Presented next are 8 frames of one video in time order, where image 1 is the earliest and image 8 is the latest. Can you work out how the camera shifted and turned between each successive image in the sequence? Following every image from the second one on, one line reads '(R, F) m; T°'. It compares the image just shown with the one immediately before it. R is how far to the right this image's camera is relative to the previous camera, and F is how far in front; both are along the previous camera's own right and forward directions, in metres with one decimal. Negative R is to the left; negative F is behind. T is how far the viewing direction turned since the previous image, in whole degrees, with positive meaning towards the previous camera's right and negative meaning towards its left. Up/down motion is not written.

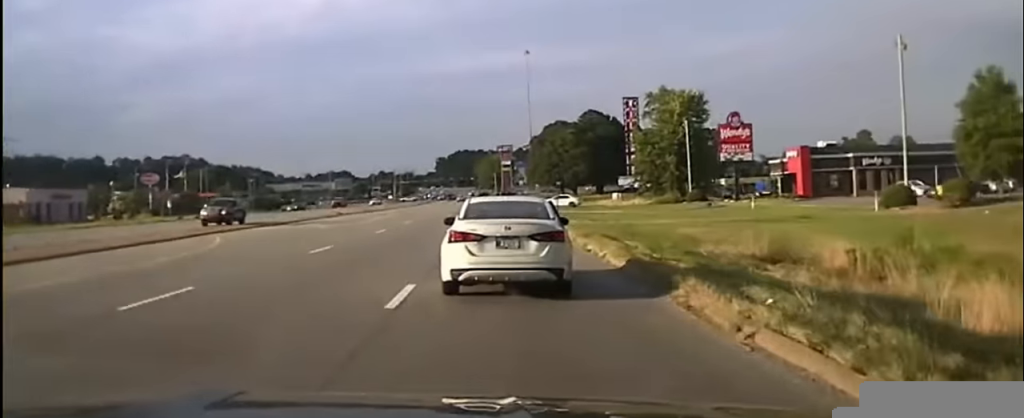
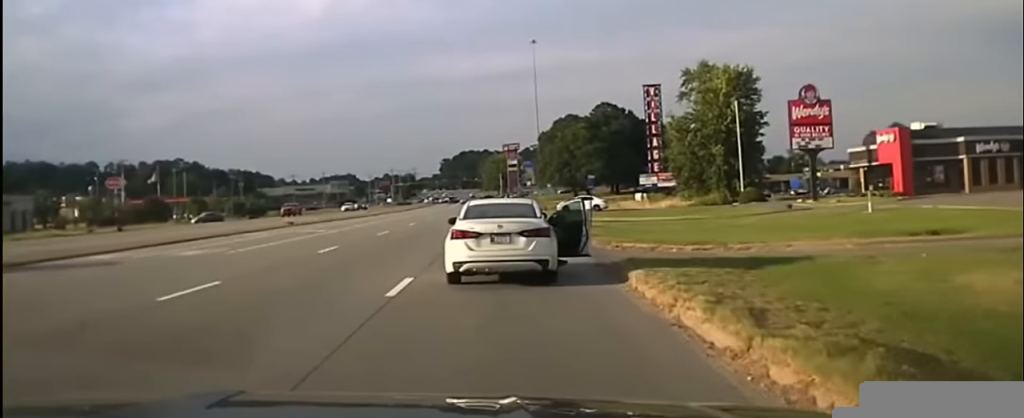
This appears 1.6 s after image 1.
(+0.5, +22.0) m; 0°
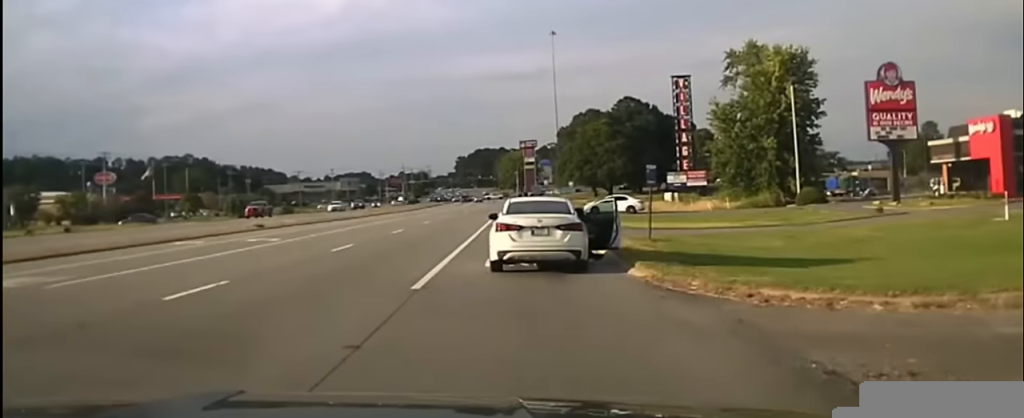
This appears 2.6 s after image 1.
(-0.1, +11.5) m; -1°
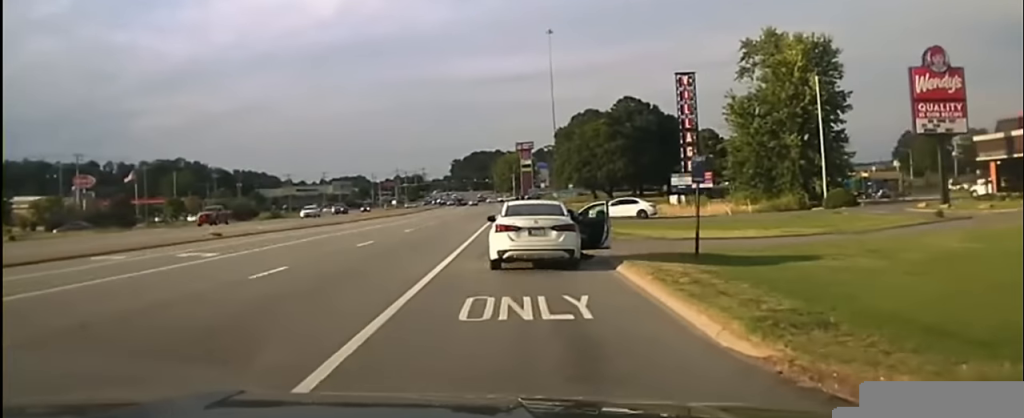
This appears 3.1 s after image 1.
(0.0, +7.5) m; 0°
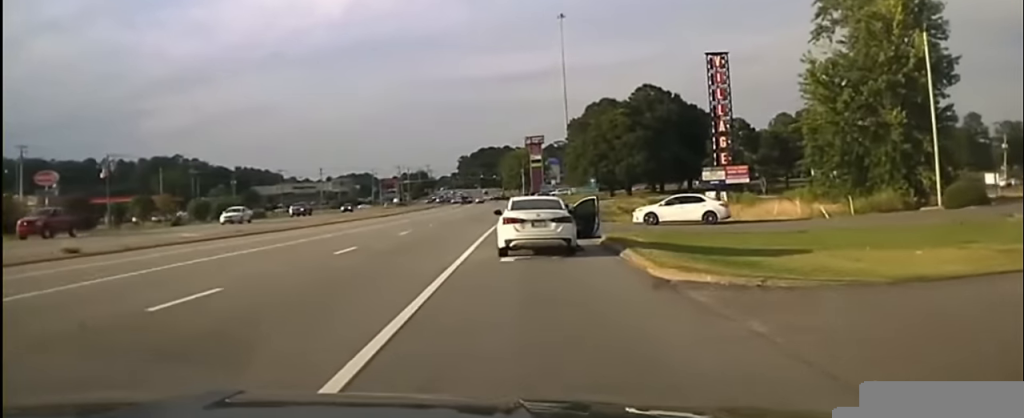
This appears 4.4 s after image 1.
(0.0, +19.2) m; 0°
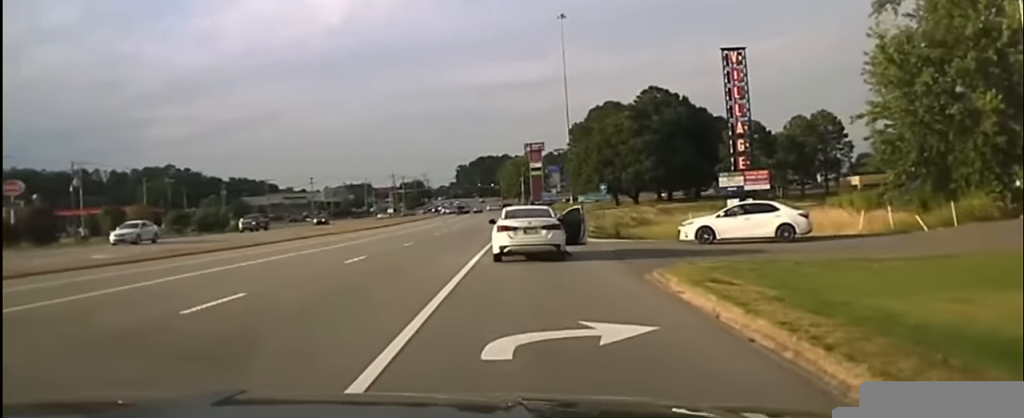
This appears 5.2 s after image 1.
(0.0, +10.4) m; 0°
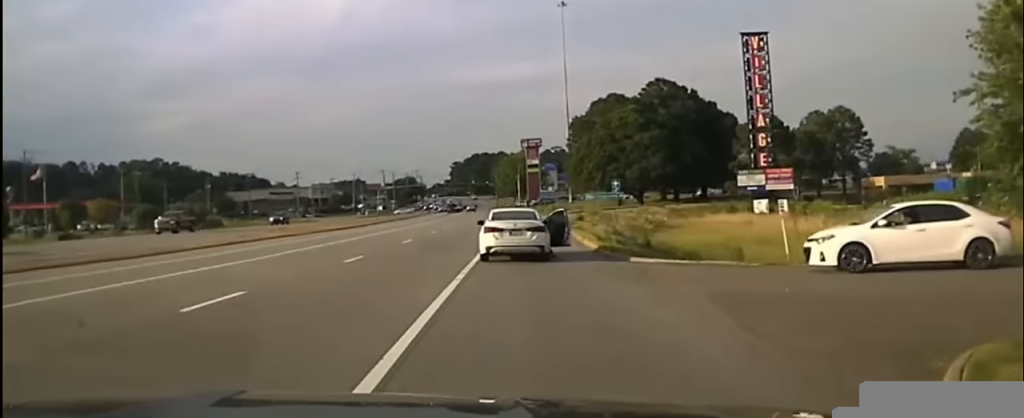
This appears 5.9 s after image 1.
(+0.1, +11.3) m; 0°
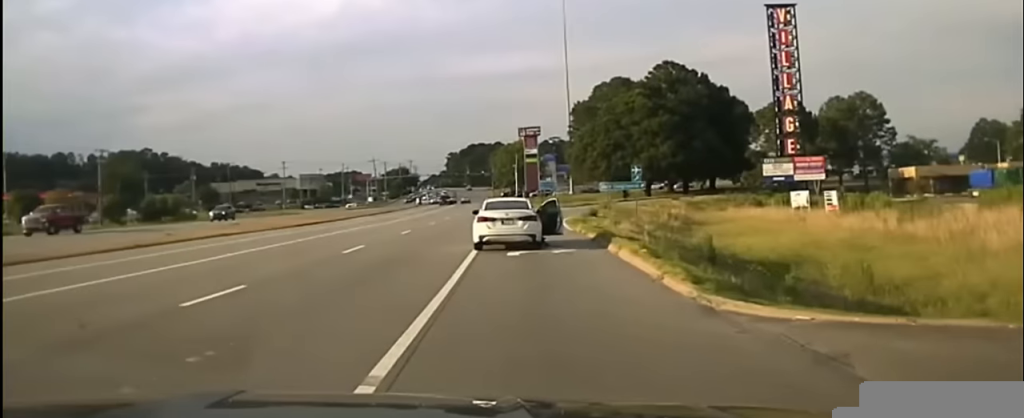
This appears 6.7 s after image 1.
(0.0, +12.0) m; 0°
